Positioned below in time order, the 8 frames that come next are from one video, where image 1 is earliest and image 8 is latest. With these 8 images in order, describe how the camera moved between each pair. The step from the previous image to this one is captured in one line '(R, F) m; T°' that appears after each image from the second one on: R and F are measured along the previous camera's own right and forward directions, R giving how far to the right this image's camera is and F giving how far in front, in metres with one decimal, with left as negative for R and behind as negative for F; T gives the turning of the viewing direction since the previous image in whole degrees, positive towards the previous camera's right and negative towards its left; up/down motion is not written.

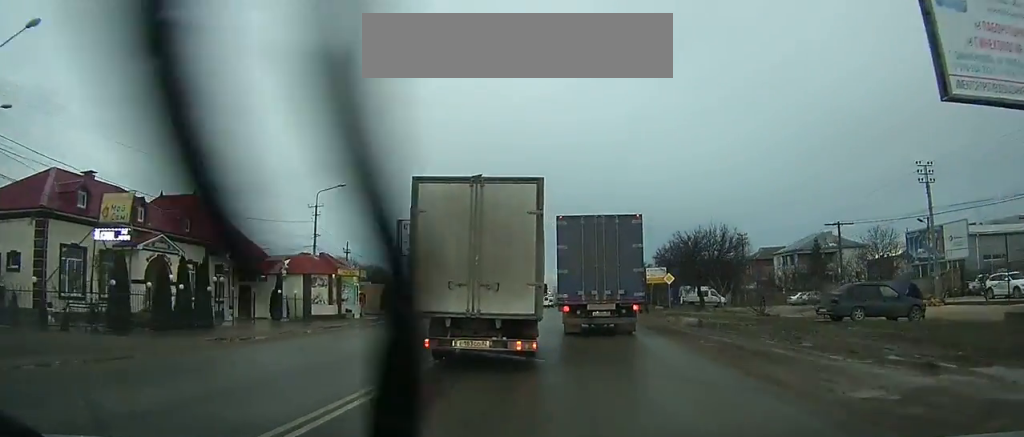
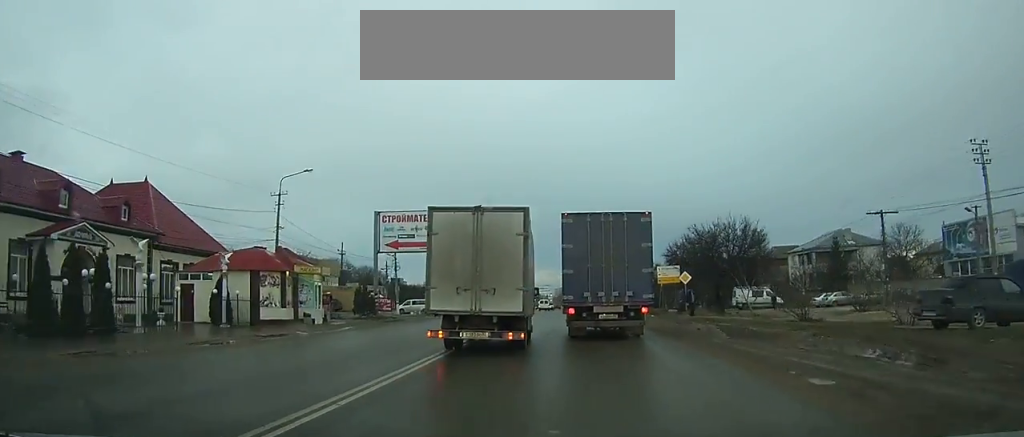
(0.0, +9.7) m; +1°
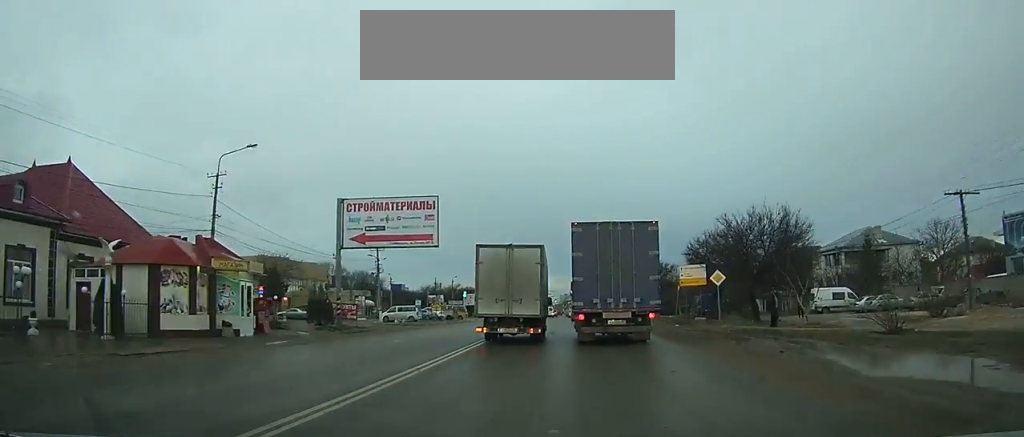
(+0.3, +10.8) m; +1°
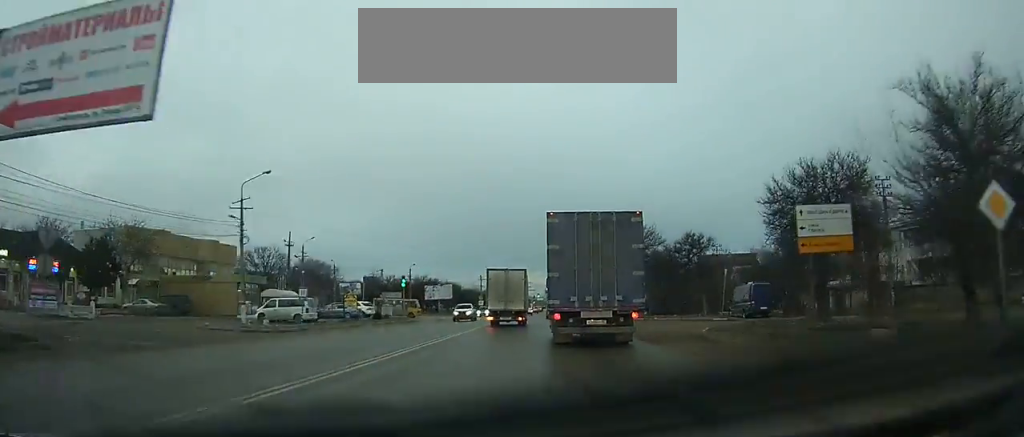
(+0.2, +23.7) m; 0°
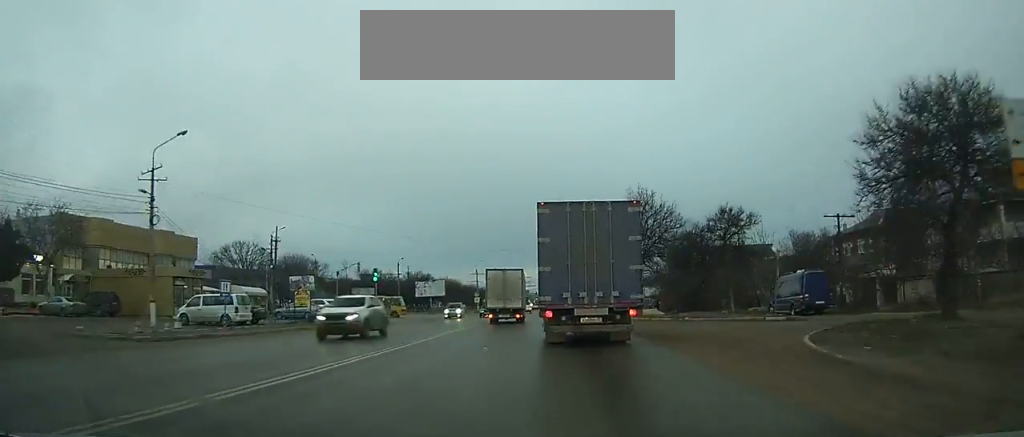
(0.0, +9.2) m; 0°
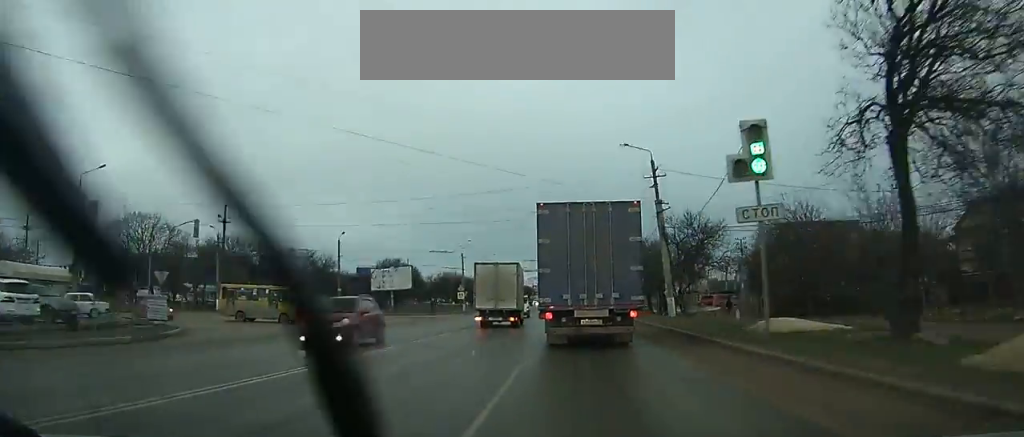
(-0.4, +35.8) m; -1°
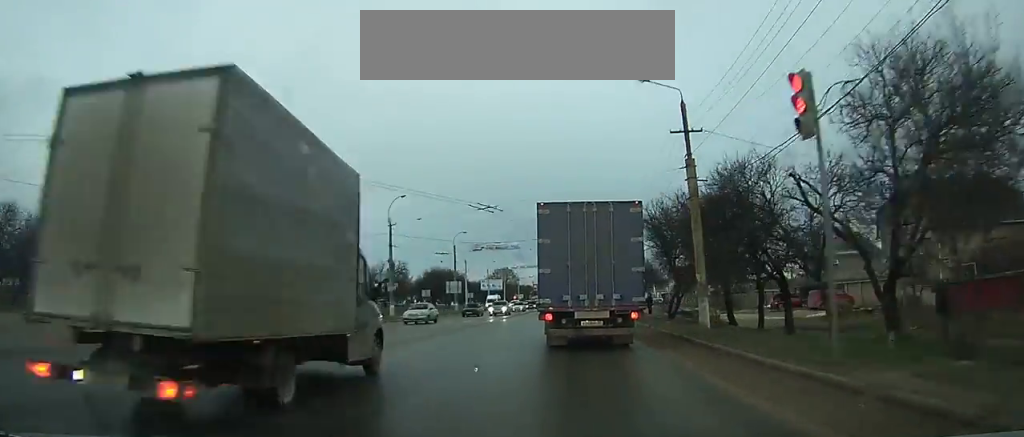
(-0.4, +40.1) m; -1°
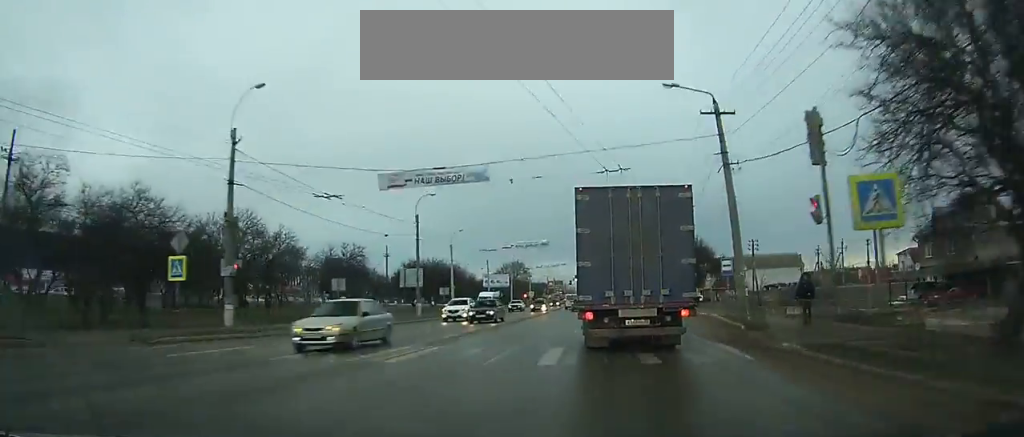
(-0.3, +27.4) m; 0°
